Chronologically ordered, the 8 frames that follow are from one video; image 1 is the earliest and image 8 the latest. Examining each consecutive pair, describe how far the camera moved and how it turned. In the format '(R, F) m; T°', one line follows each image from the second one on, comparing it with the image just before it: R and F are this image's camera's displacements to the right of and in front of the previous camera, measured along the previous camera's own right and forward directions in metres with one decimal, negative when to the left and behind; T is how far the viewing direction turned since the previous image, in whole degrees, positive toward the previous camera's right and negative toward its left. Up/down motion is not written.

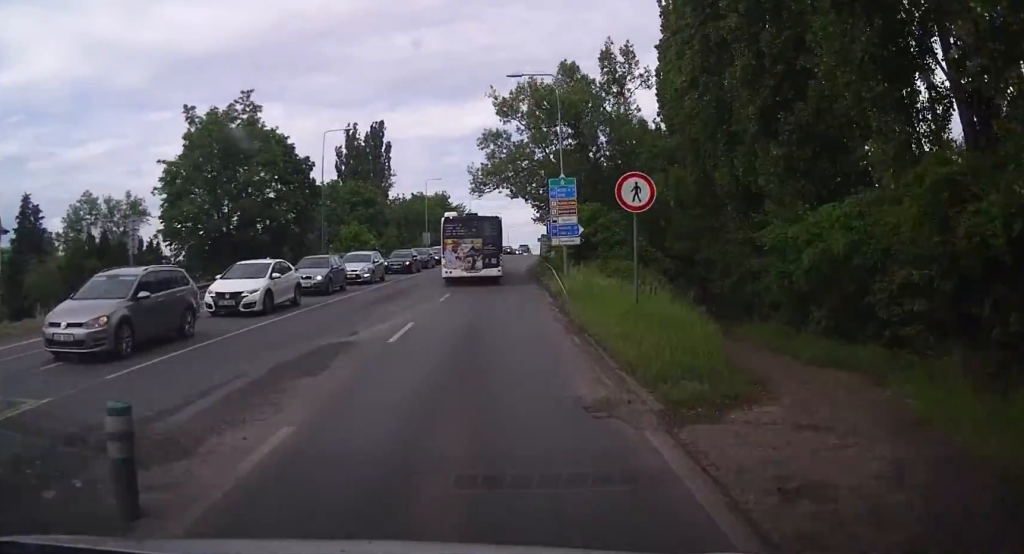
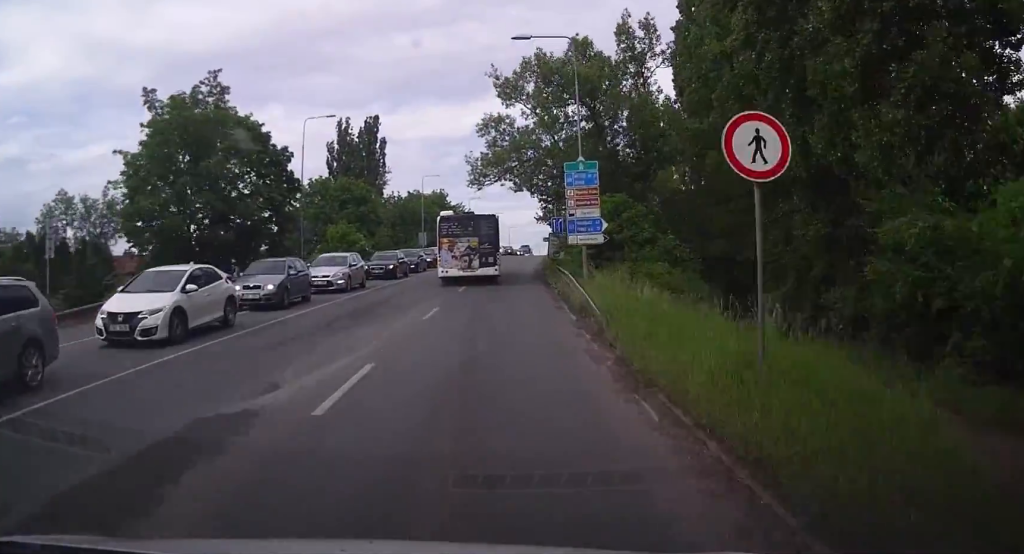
(-0.1, +5.9) m; 0°
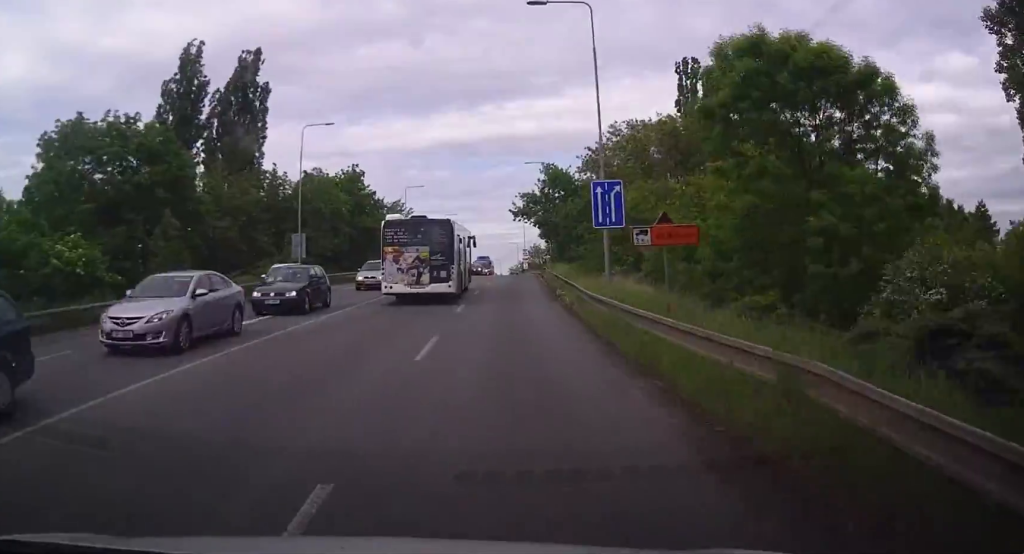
(-0.4, +42.1) m; -1°
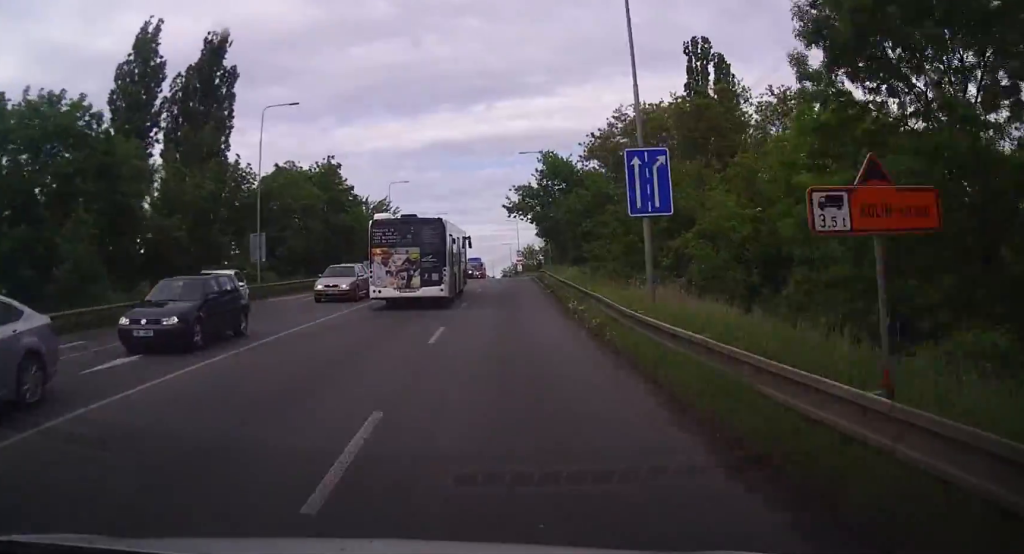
(0.0, +6.0) m; +1°
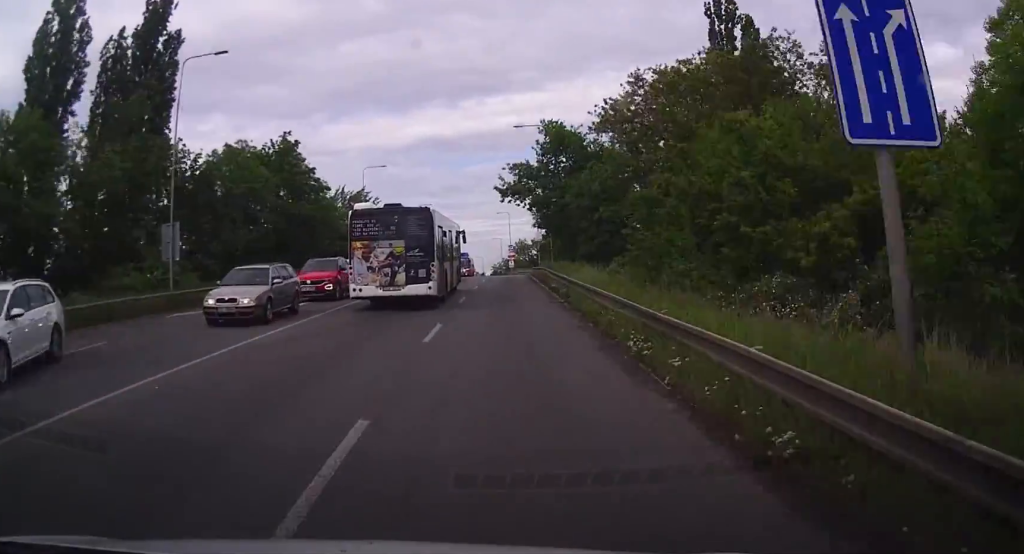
(+0.2, +8.8) m; +1°
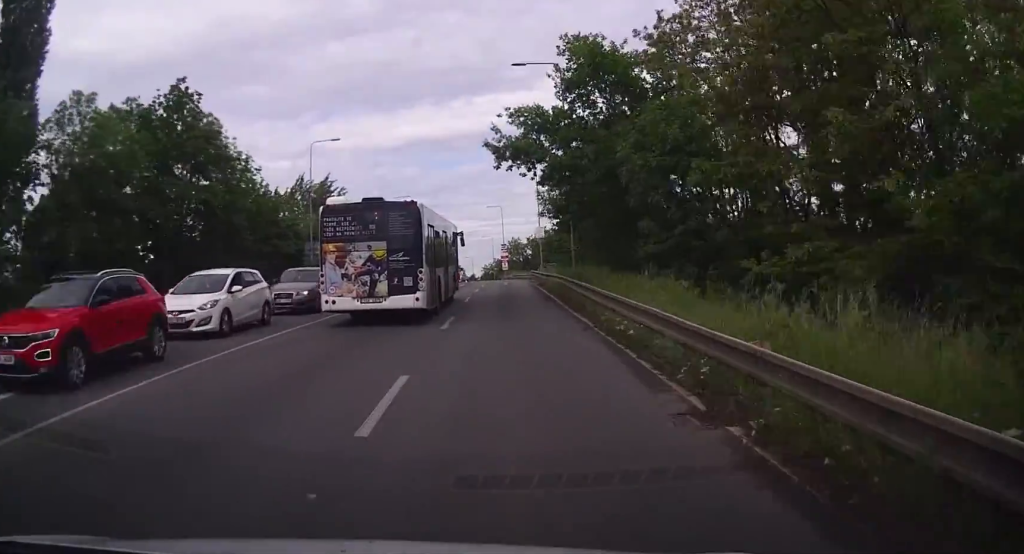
(0.0, +15.2) m; +2°
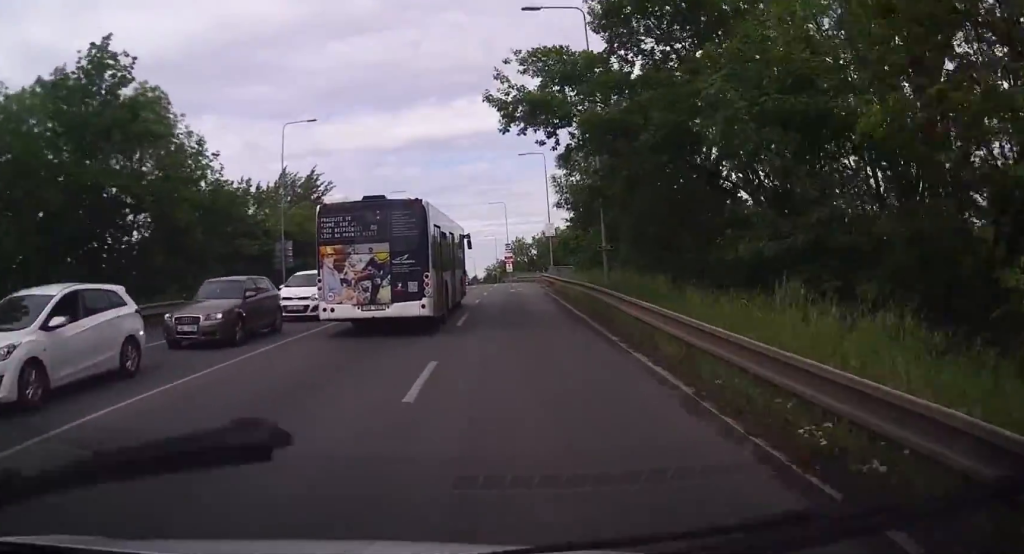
(+0.2, +7.8) m; +1°
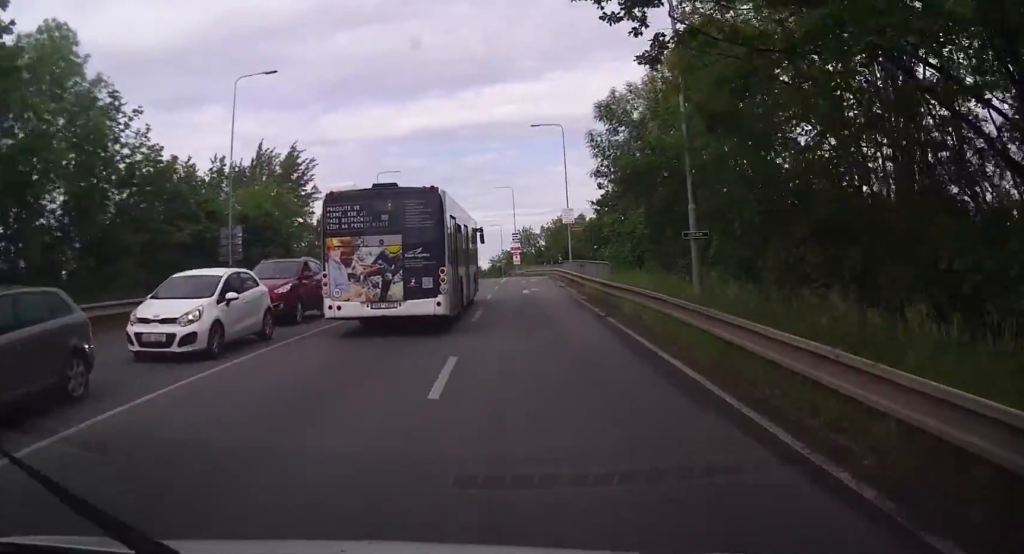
(+0.2, +10.4) m; +1°
